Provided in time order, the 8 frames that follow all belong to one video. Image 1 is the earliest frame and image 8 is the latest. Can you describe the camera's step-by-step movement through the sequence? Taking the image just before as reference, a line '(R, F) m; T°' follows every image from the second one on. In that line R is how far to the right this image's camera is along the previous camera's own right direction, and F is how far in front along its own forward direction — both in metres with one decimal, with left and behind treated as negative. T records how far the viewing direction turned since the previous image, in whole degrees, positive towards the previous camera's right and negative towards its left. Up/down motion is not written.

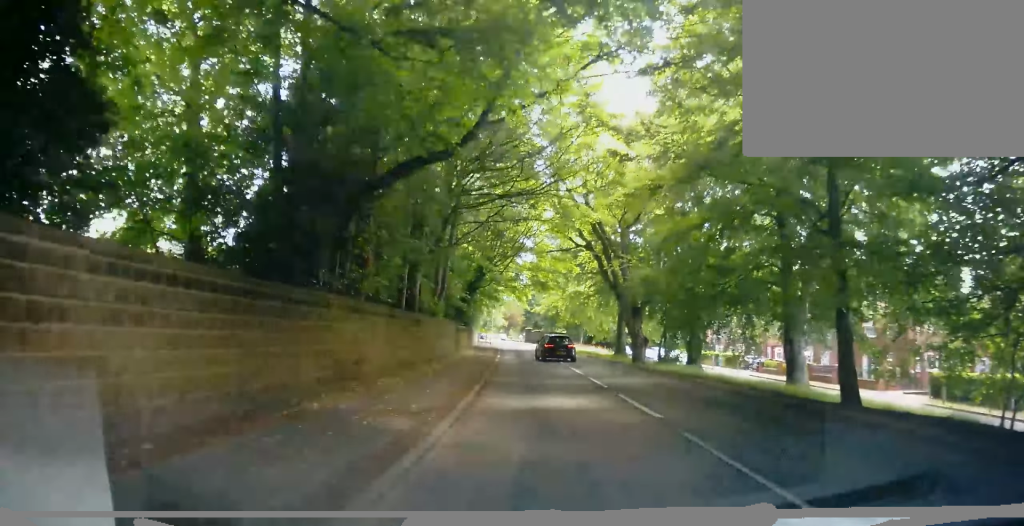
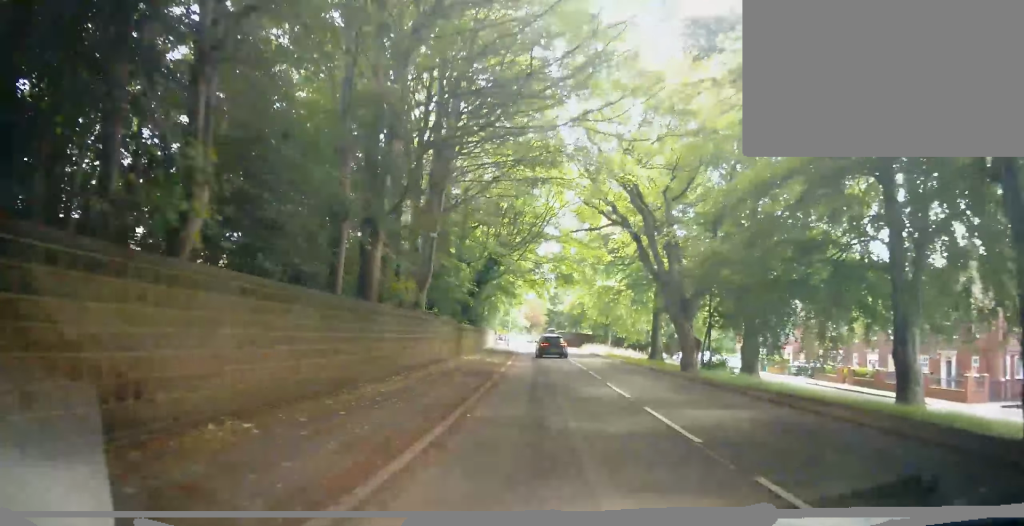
(+0.1, +7.8) m; 0°
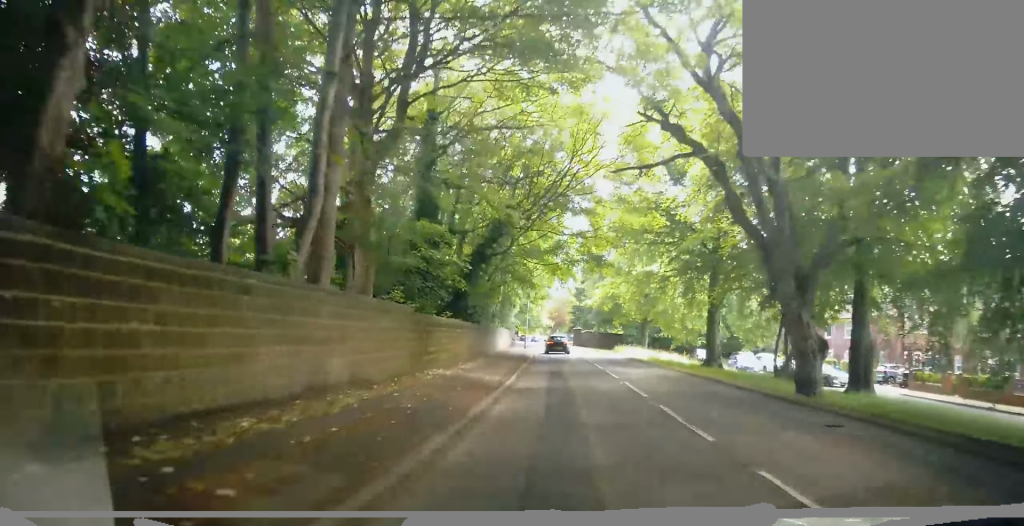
(-0.2, +11.3) m; -3°
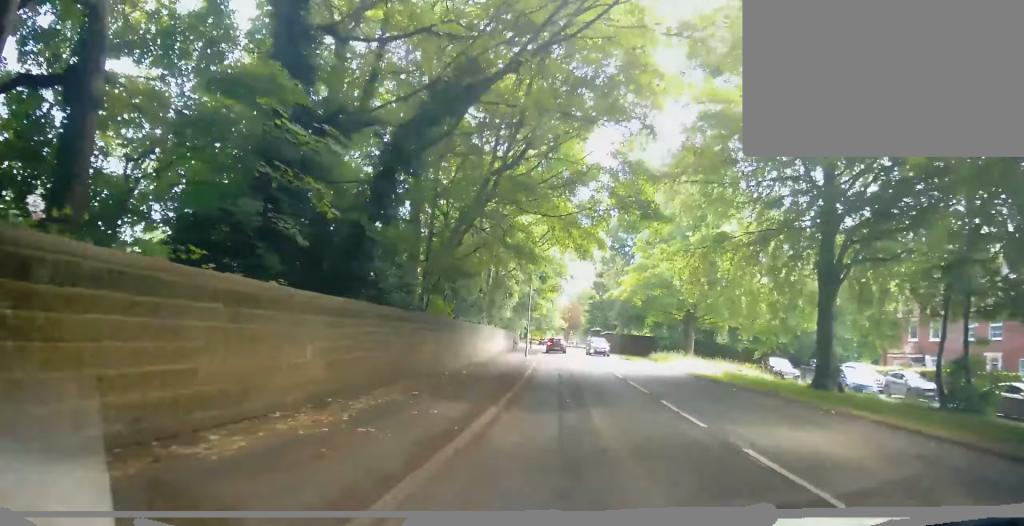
(-0.9, +15.6) m; -6°
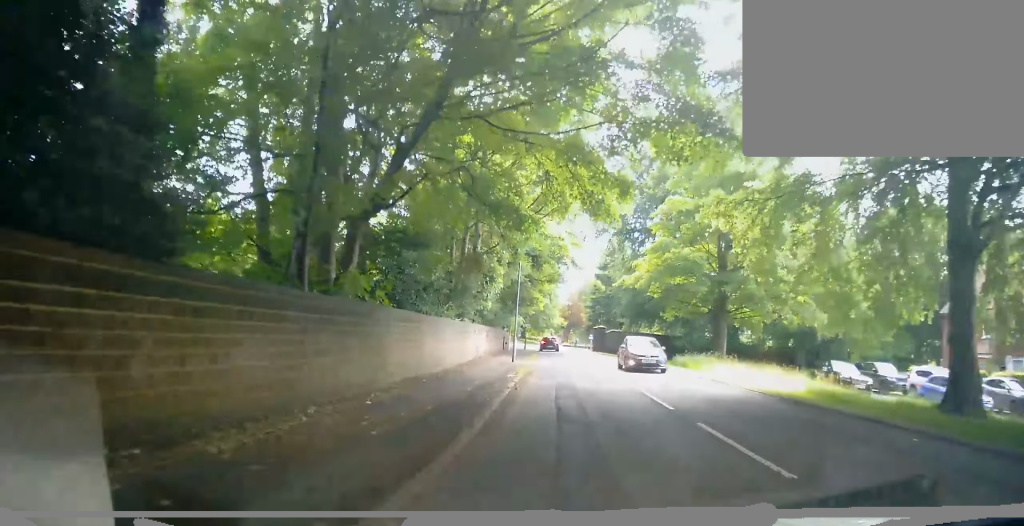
(-0.1, +9.2) m; 0°
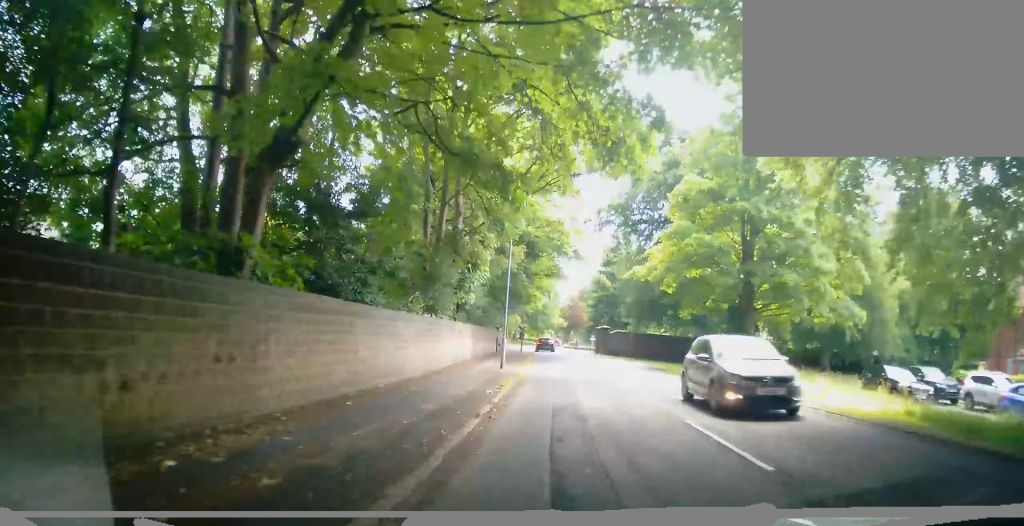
(-0.2, +5.3) m; +1°
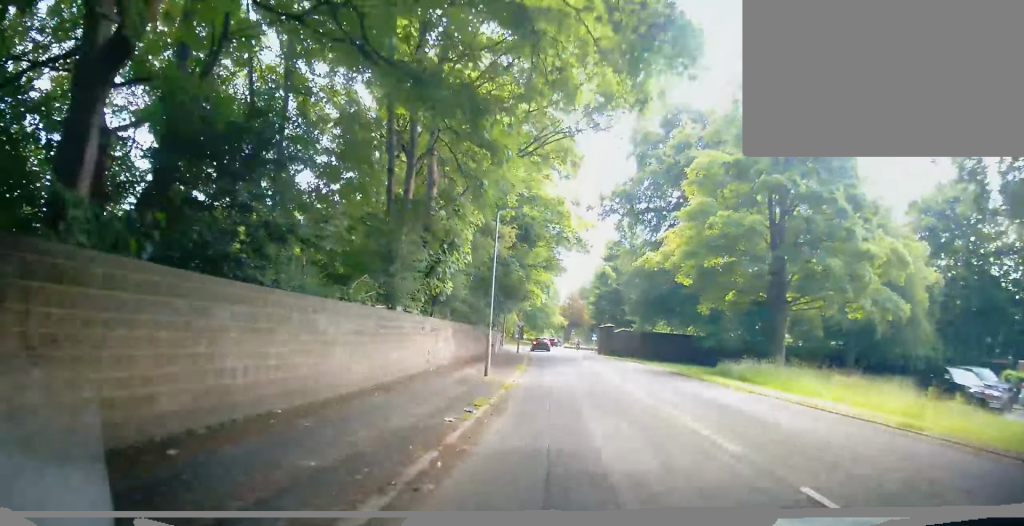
(+0.2, +4.8) m; +1°
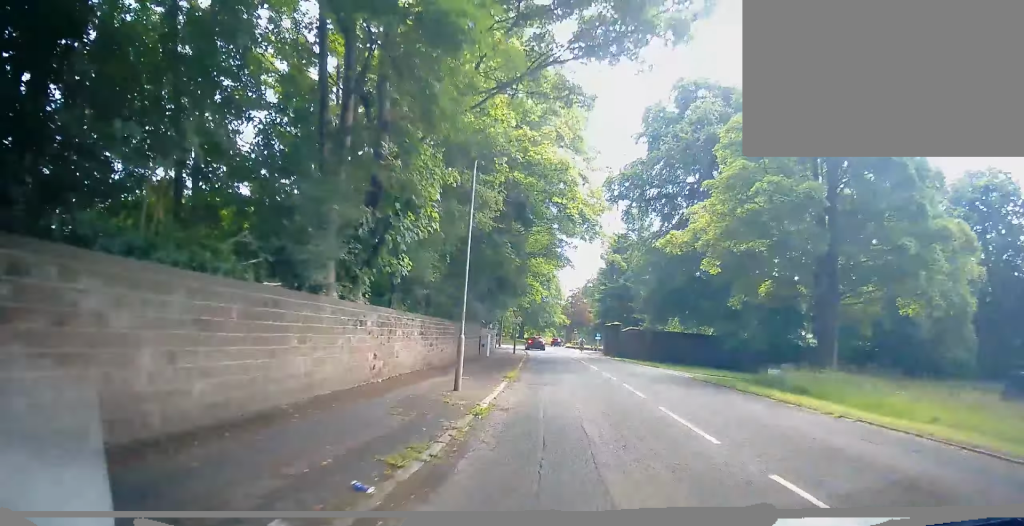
(+0.3, +5.4) m; +1°
